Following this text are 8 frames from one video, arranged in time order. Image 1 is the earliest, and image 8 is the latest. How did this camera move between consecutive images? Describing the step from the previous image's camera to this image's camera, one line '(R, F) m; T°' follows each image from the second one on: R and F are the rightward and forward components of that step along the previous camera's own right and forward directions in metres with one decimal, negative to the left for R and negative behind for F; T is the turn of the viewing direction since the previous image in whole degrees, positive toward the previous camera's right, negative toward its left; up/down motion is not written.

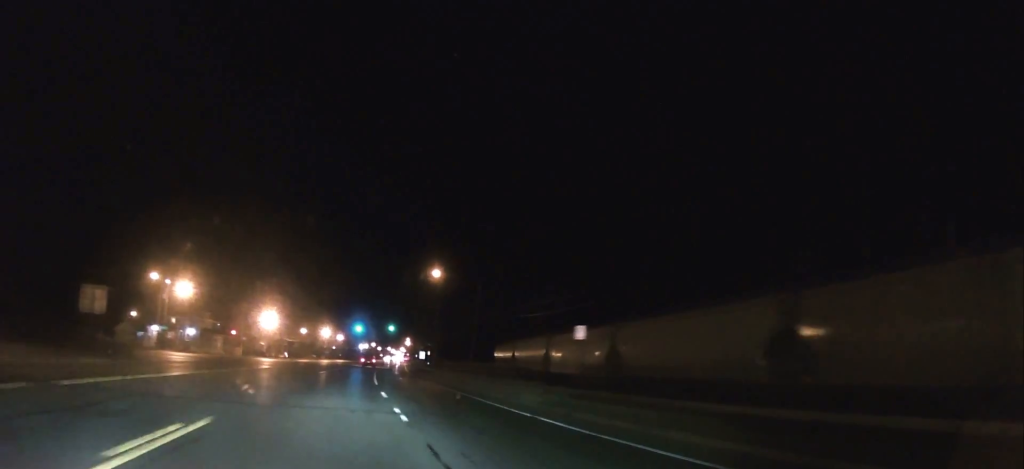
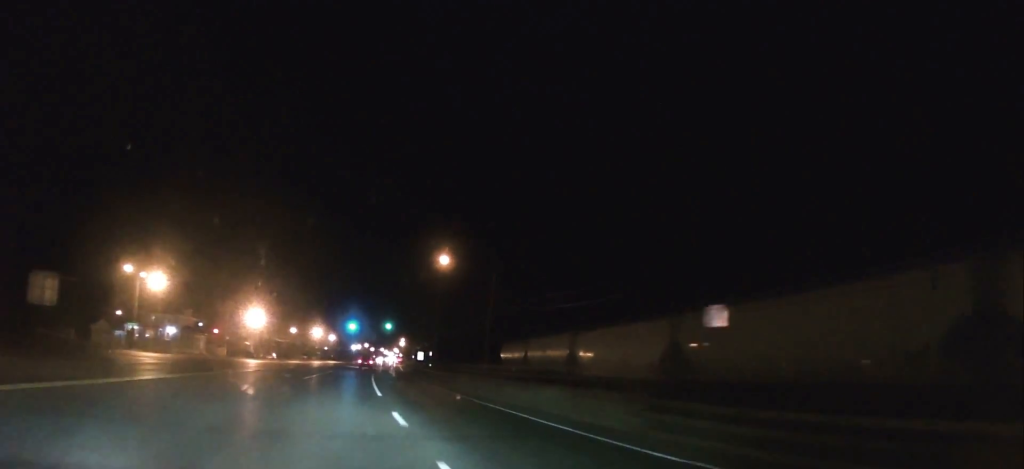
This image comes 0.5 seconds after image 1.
(-0.1, +8.8) m; 0°
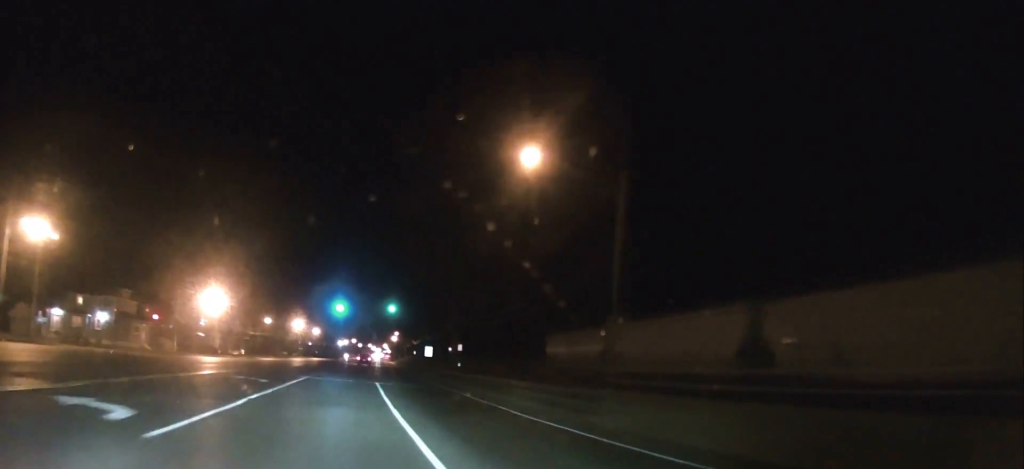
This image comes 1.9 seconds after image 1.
(+0.9, +26.5) m; +3°
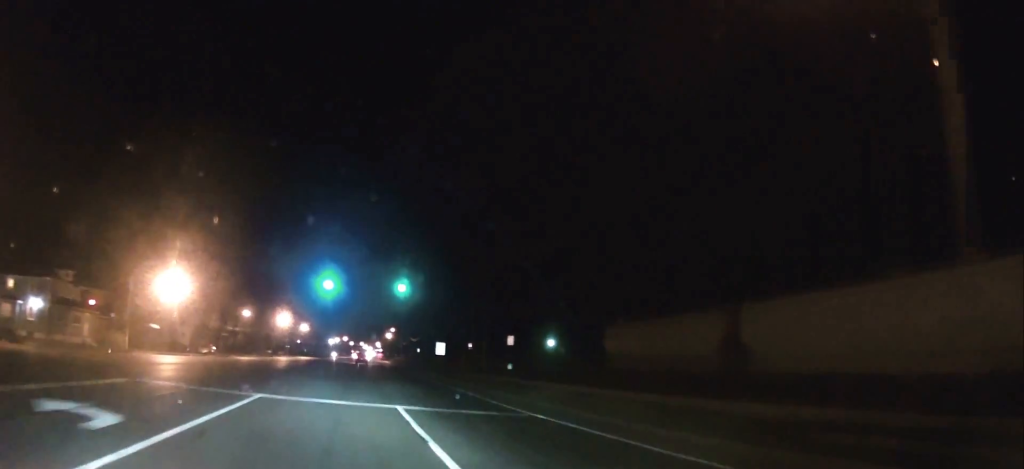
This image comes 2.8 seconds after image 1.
(+0.2, +17.1) m; +1°
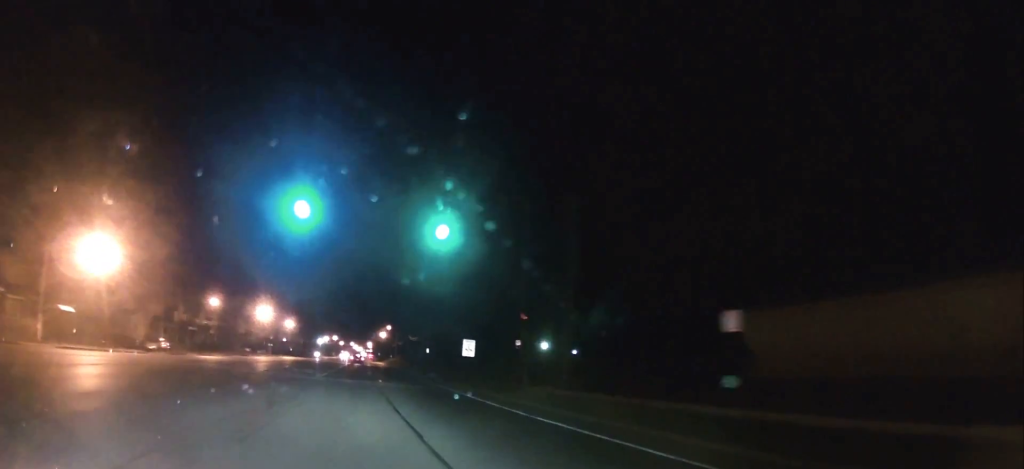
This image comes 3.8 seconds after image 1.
(+0.2, +19.8) m; 0°
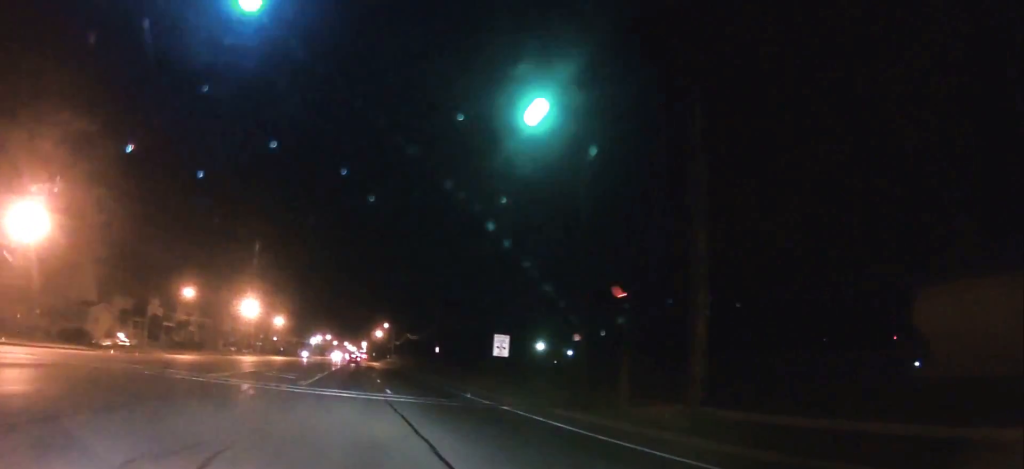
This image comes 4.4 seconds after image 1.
(0.0, +11.5) m; 0°
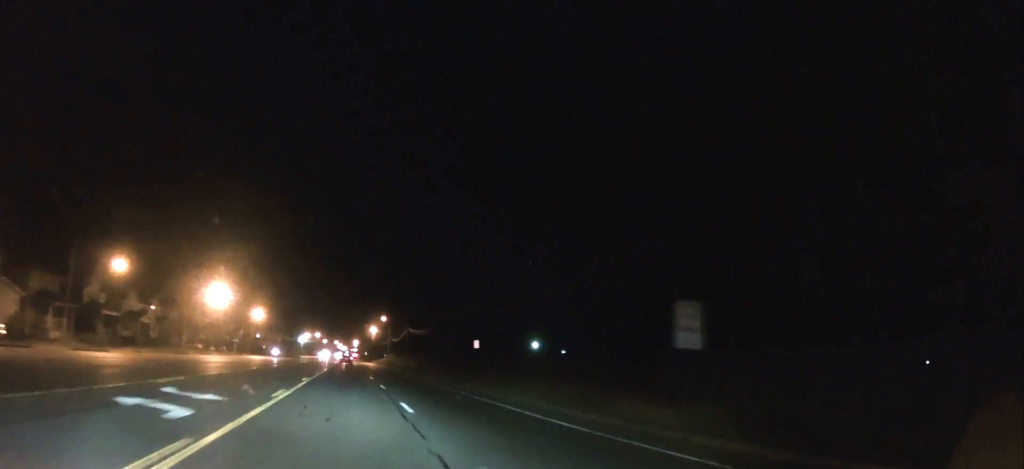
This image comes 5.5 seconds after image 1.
(-0.1, +21.5) m; +1°
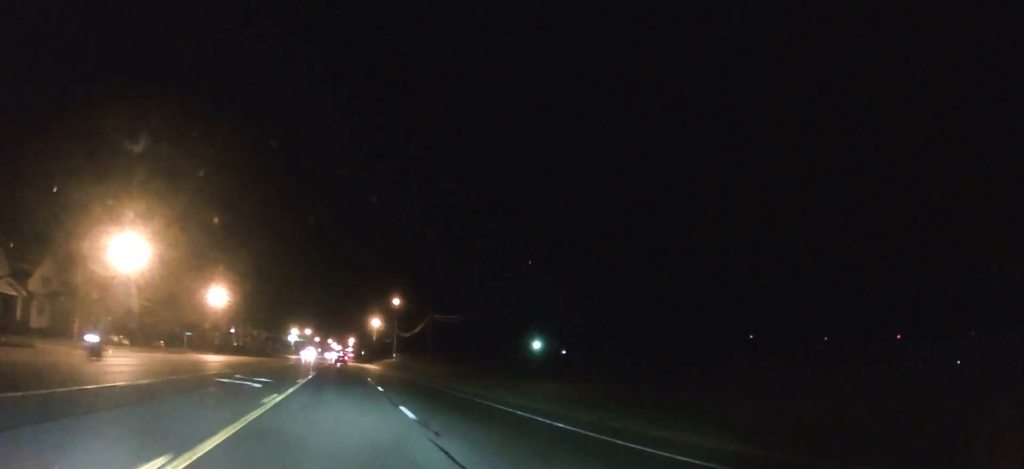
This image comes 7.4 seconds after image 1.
(+0.6, +38.2) m; +1°
